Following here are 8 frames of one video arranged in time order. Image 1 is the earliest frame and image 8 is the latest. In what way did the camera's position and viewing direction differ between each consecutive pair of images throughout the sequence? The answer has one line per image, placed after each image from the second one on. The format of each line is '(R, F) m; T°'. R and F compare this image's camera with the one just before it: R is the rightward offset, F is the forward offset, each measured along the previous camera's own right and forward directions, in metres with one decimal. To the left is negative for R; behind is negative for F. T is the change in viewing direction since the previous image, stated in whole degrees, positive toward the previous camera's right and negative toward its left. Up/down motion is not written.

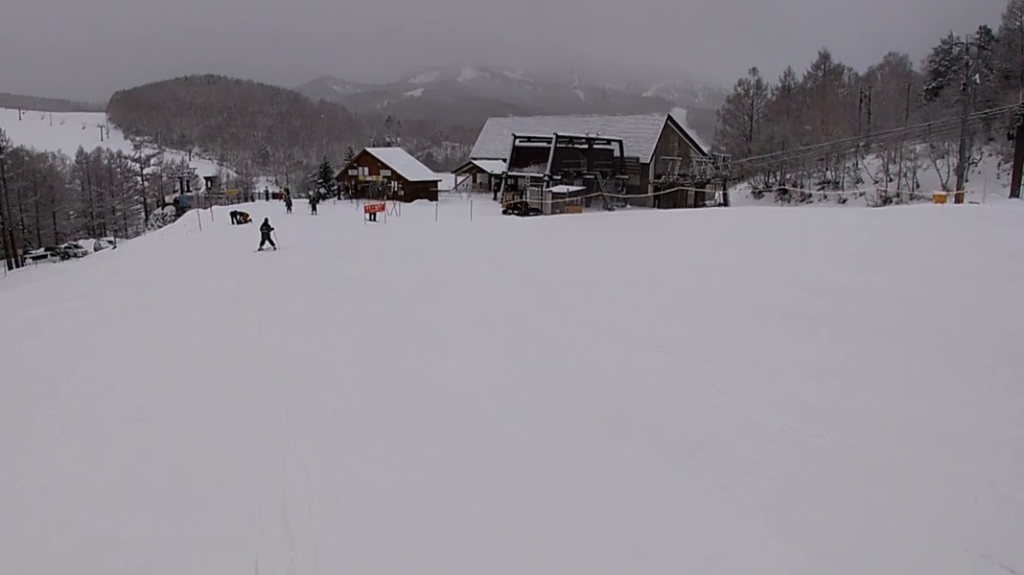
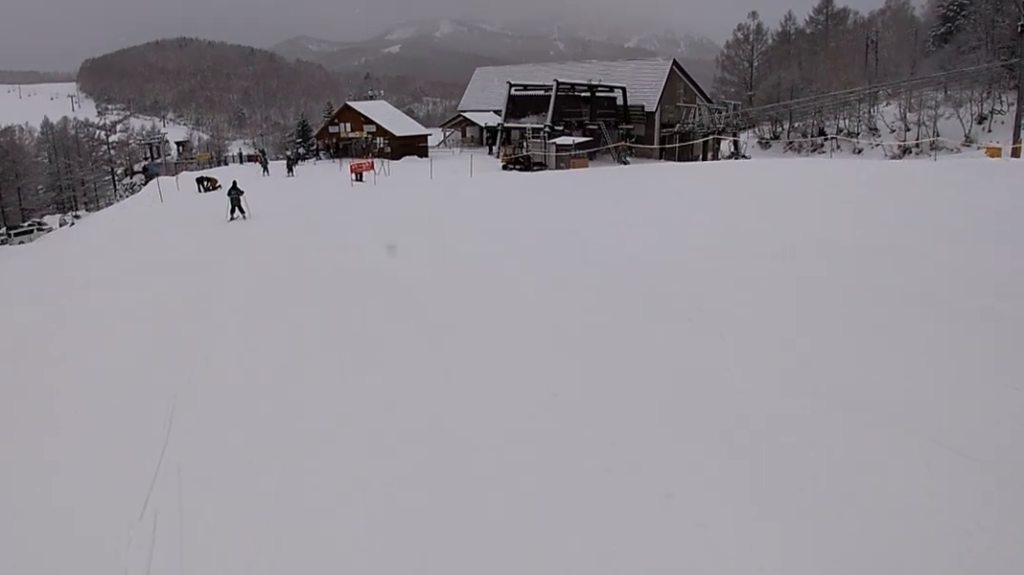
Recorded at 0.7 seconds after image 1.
(-0.6, +5.2) m; -2°
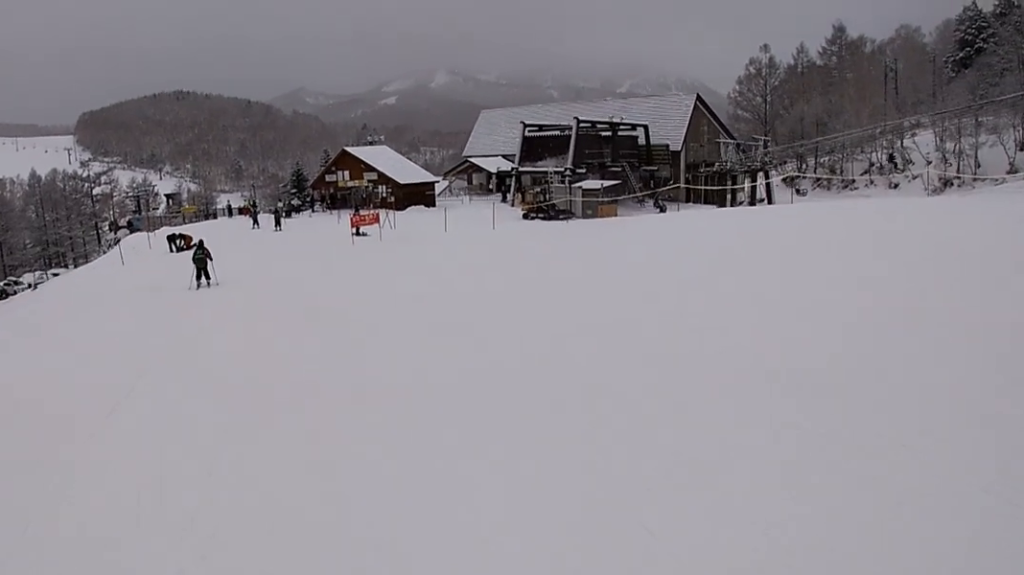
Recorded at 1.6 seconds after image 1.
(-0.1, +6.6) m; 0°
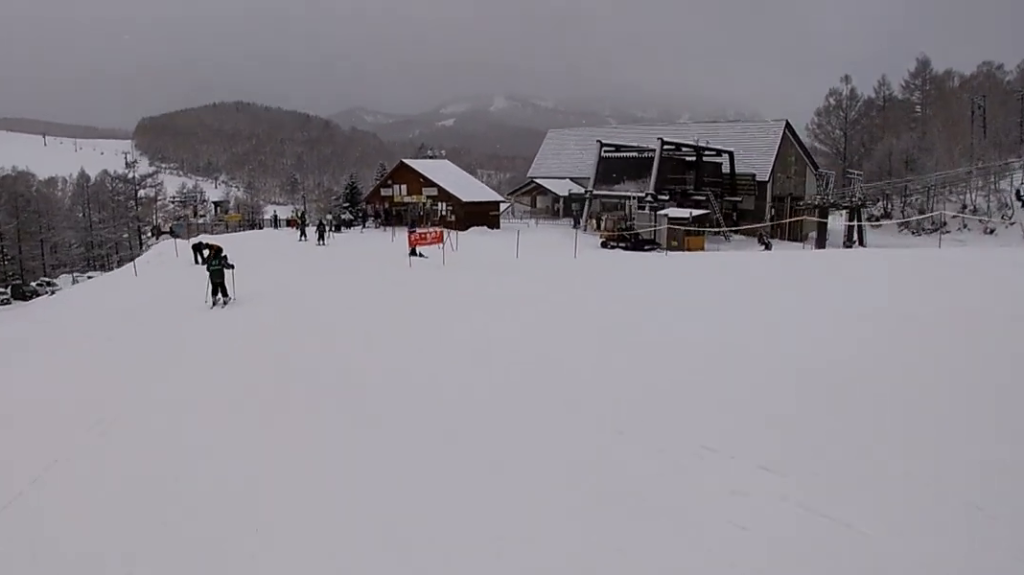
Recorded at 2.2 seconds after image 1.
(+0.5, +4.9) m; 0°
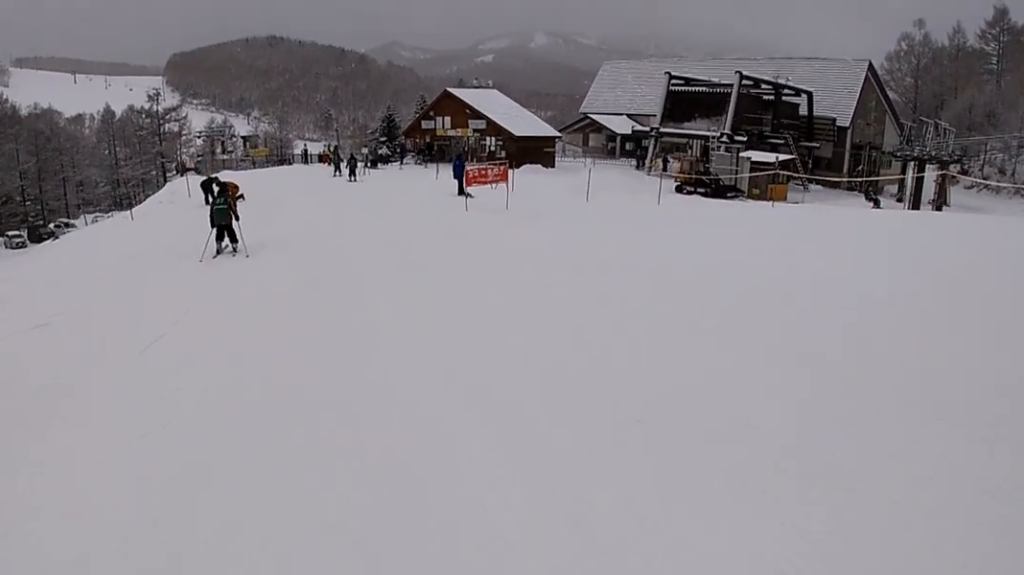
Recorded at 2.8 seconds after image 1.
(-0.5, +4.1) m; 0°
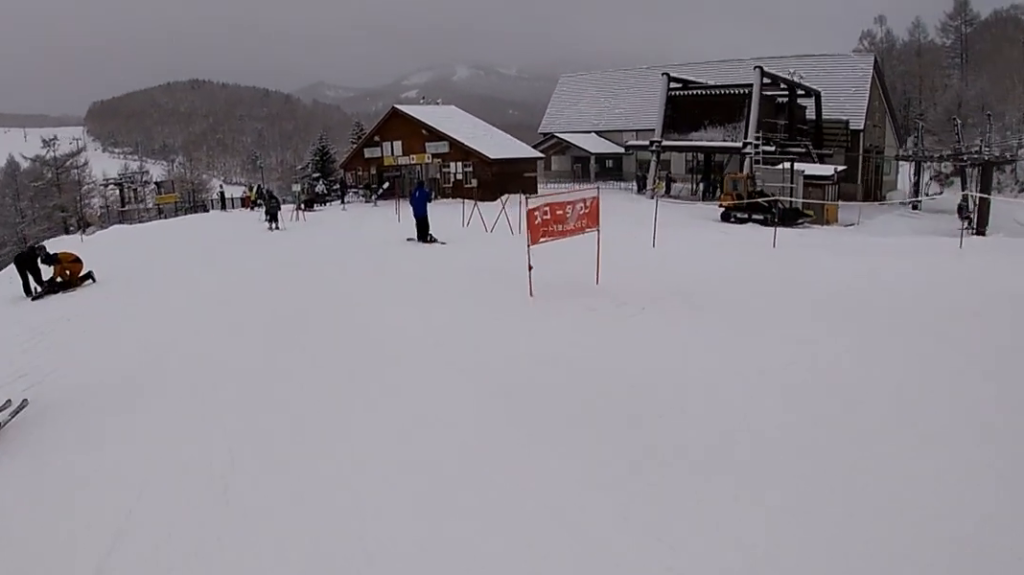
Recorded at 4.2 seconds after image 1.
(+0.6, +9.4) m; 0°
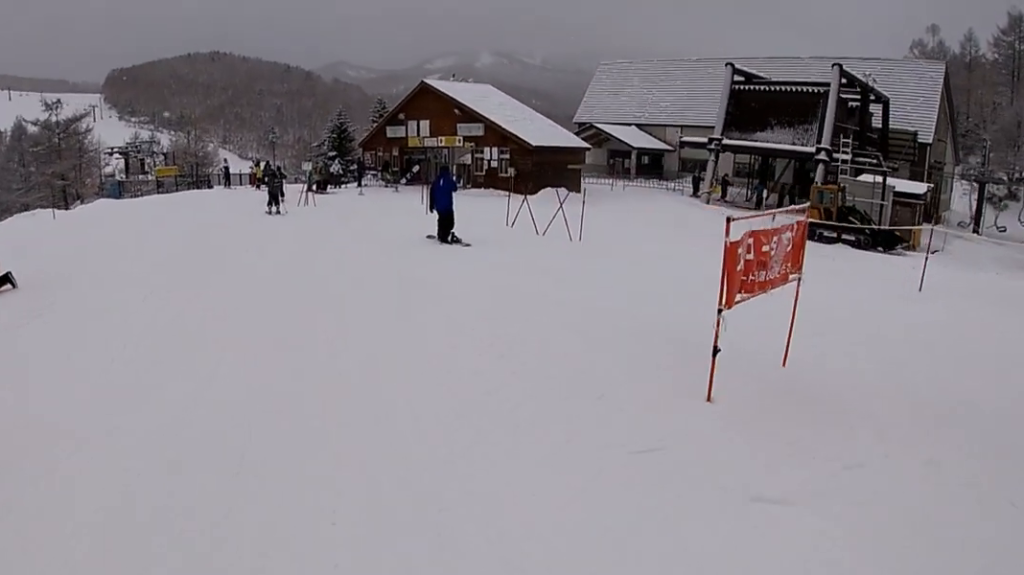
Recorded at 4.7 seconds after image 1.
(-0.5, +3.7) m; +2°
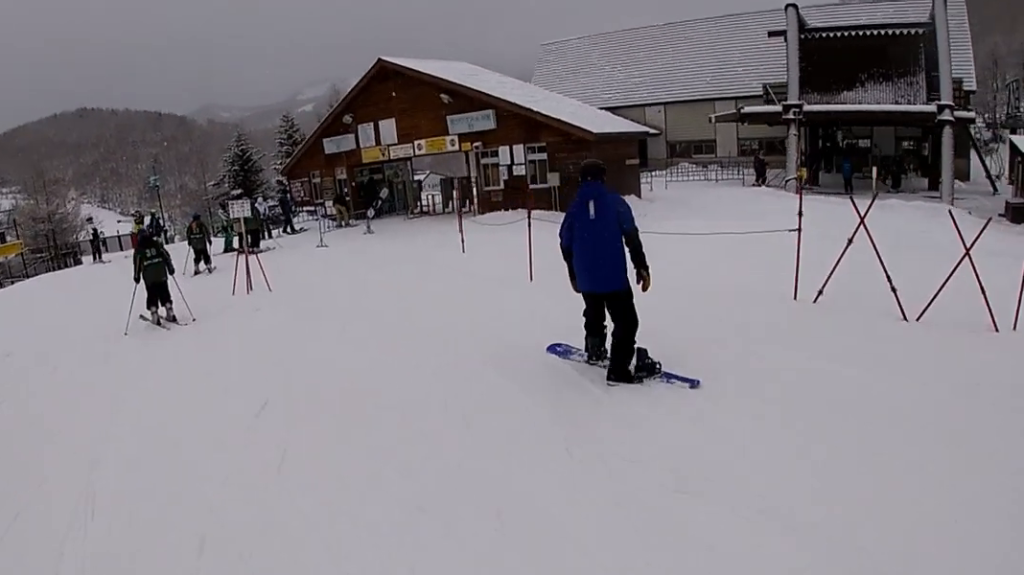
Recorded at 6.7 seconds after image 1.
(+1.2, +9.8) m; +12°
